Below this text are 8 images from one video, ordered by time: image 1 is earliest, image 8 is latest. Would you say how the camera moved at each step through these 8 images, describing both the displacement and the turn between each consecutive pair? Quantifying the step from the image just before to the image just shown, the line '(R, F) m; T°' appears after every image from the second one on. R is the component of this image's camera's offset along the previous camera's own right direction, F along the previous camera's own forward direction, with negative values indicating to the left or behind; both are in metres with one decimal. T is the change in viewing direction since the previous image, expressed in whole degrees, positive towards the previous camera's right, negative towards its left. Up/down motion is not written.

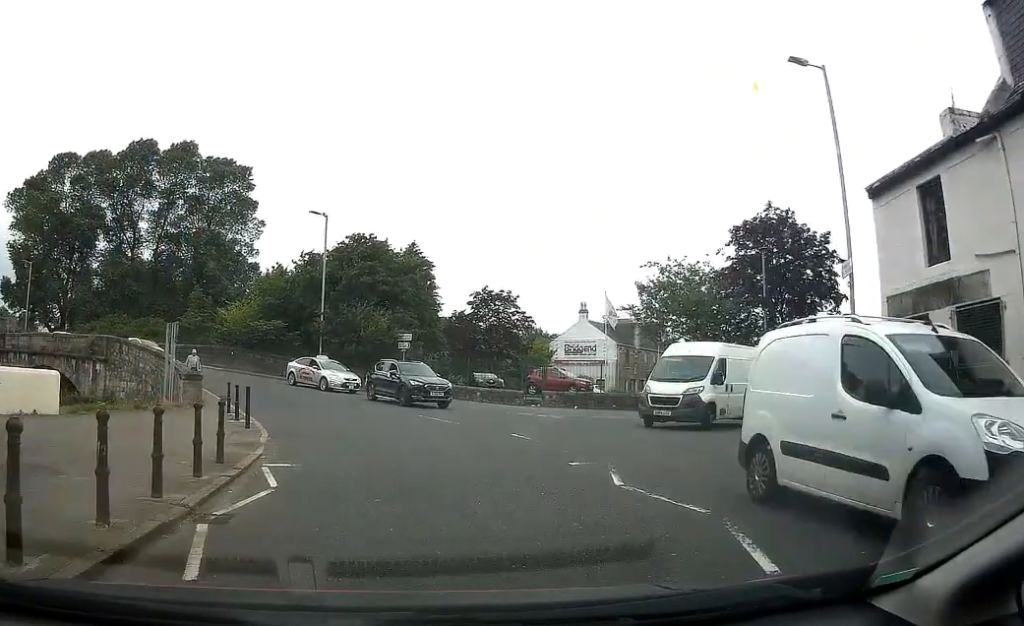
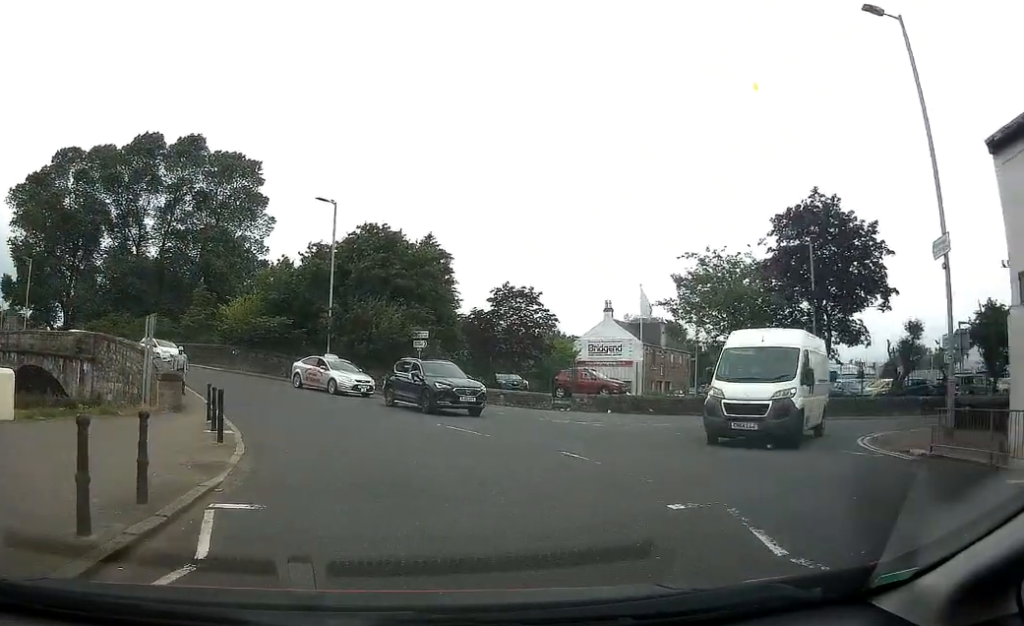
(-0.1, +3.6) m; -3°
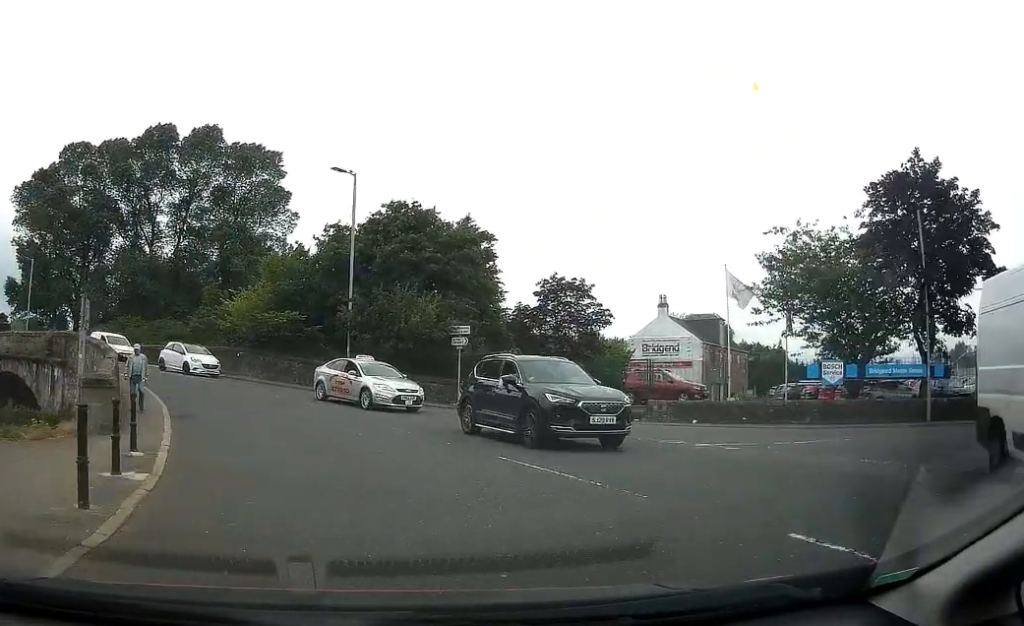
(-0.4, +7.0) m; -7°
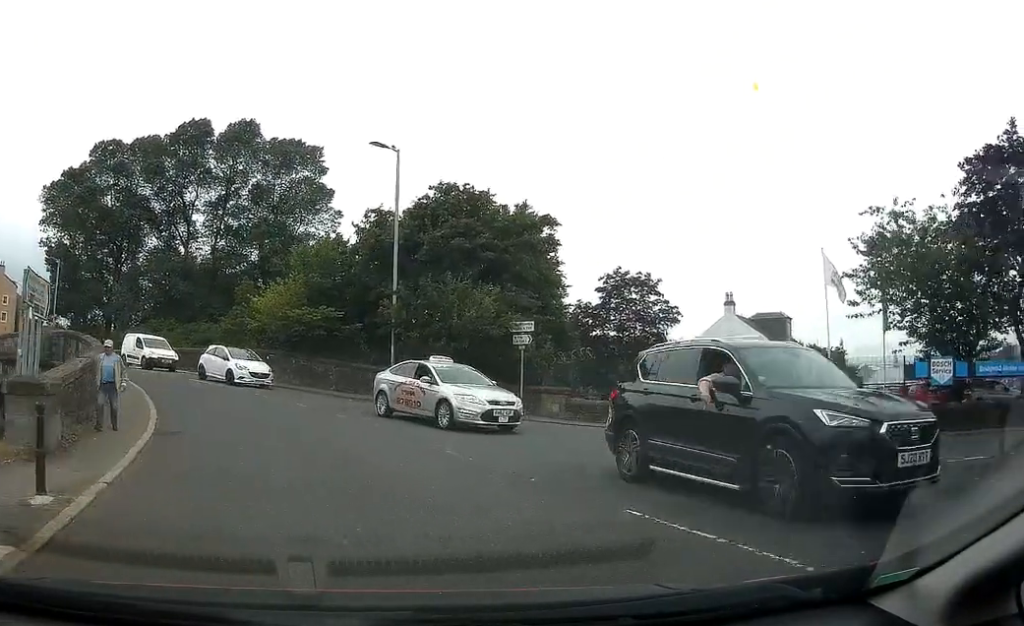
(-0.2, +4.4) m; -4°
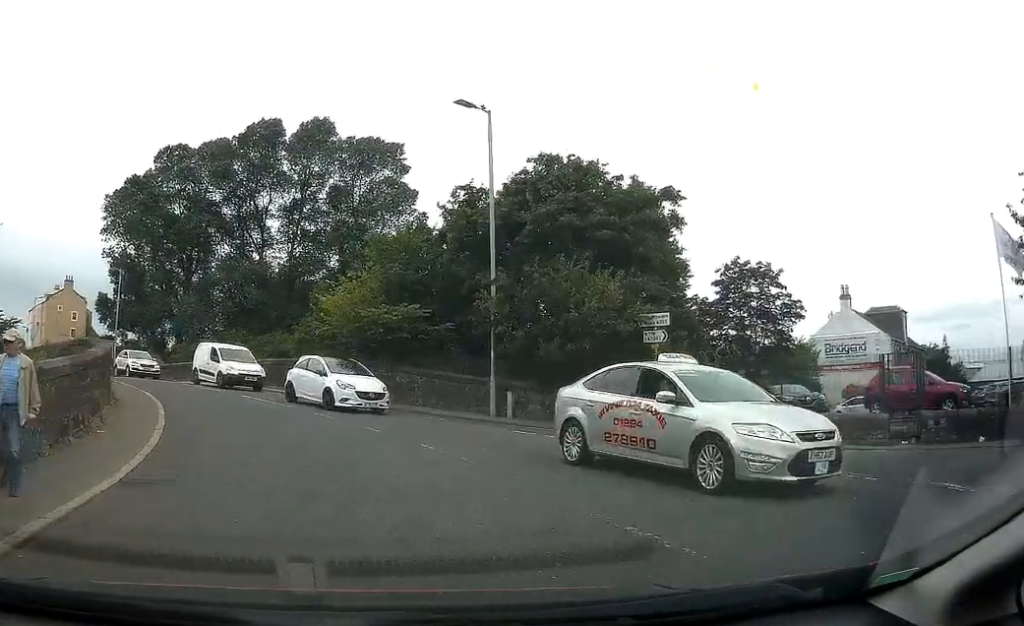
(-0.1, +5.5) m; -6°
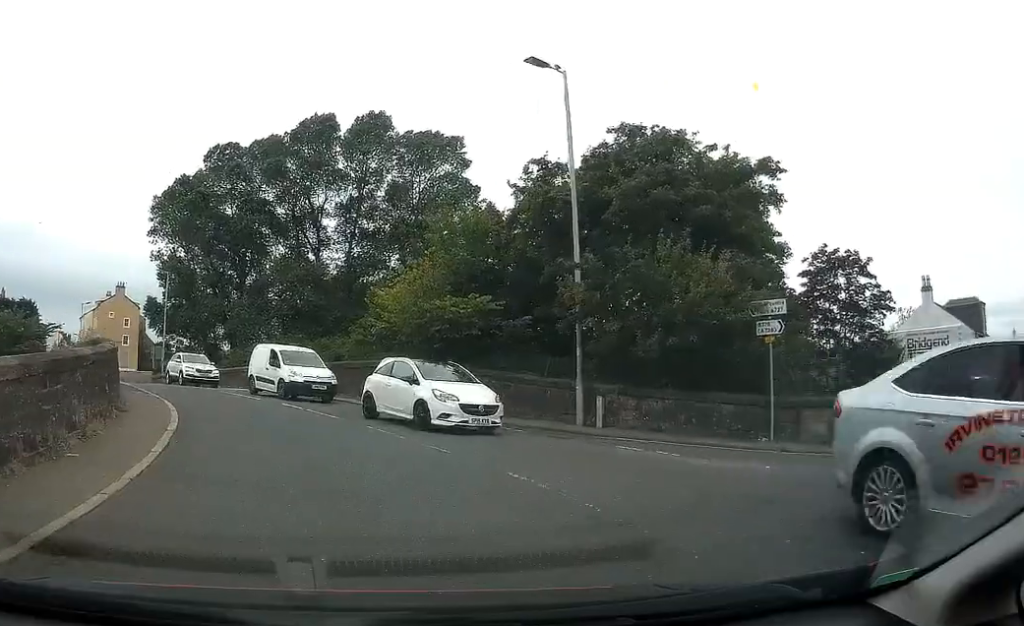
(-0.3, +3.3) m; -6°
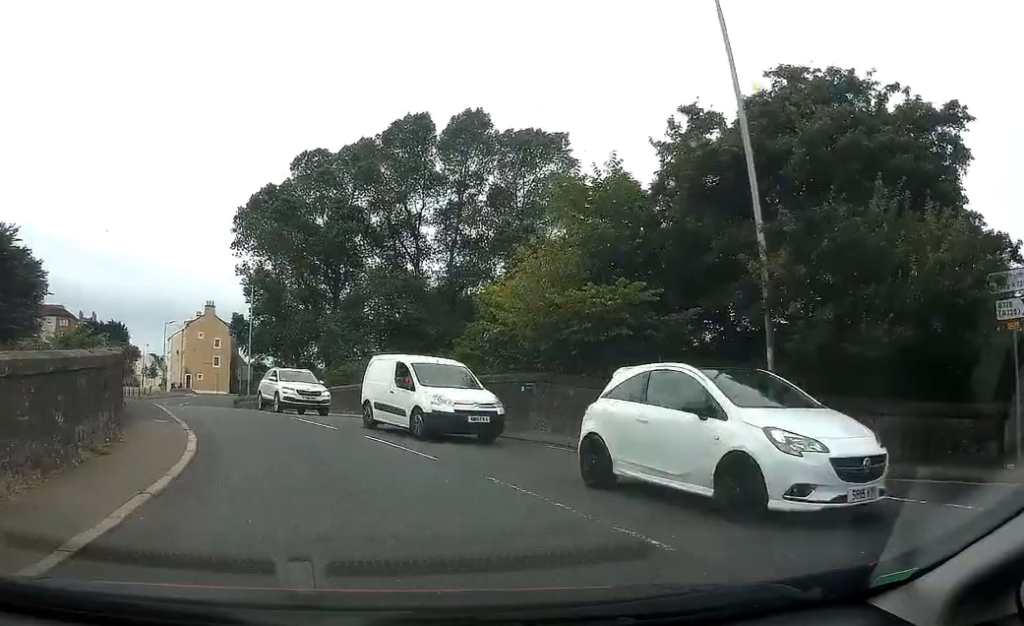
(-0.3, +5.6) m; -9°
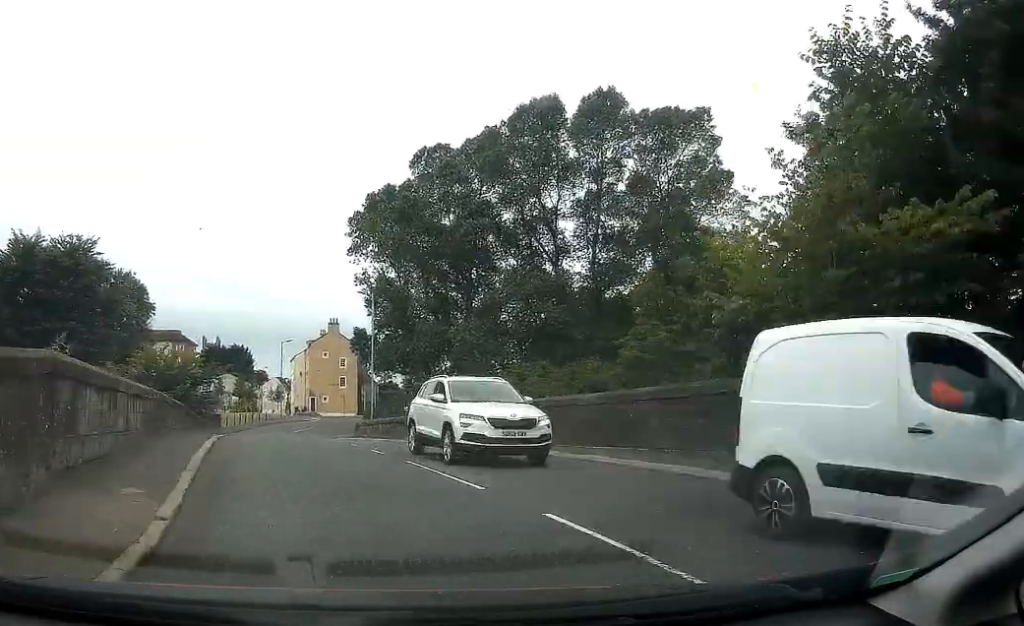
(-0.8, +7.4) m; -10°
